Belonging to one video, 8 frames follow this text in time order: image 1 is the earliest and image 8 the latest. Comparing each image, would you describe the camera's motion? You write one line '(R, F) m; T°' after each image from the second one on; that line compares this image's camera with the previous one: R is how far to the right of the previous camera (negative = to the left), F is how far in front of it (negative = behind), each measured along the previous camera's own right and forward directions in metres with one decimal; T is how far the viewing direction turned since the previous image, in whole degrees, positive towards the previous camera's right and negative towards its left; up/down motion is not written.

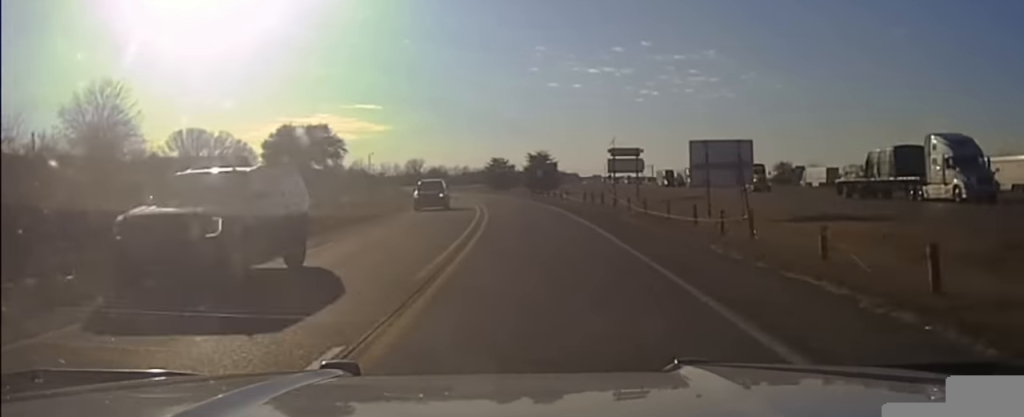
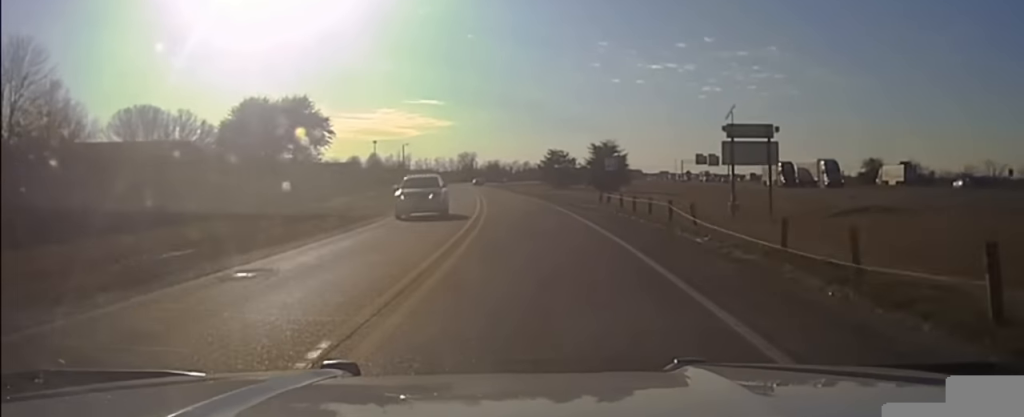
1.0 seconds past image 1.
(-2.1, +31.5) m; -4°
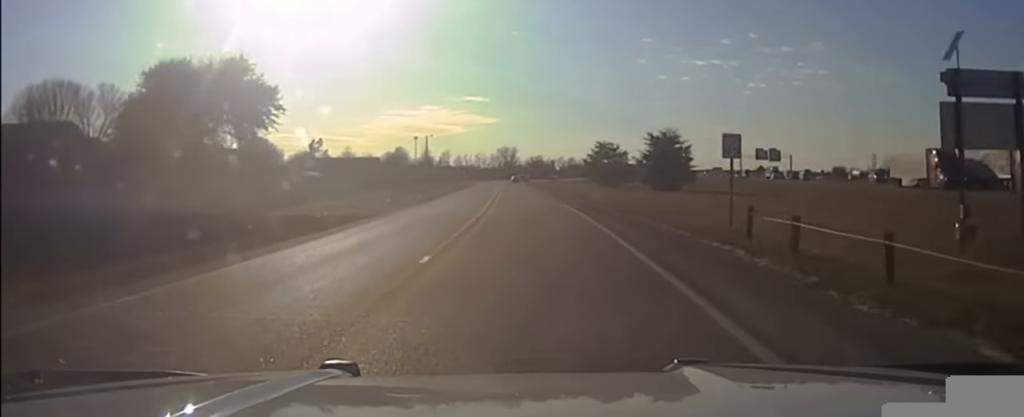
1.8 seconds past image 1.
(-0.4, +27.3) m; -1°
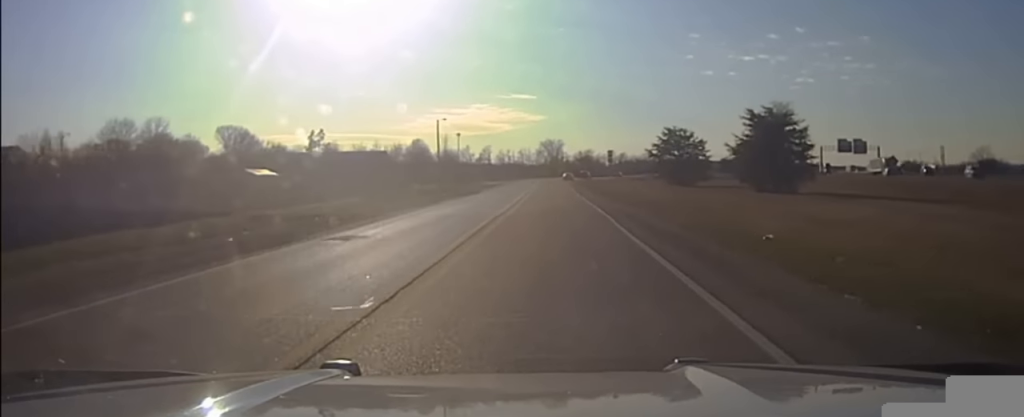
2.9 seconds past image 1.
(0.0, +39.2) m; 0°
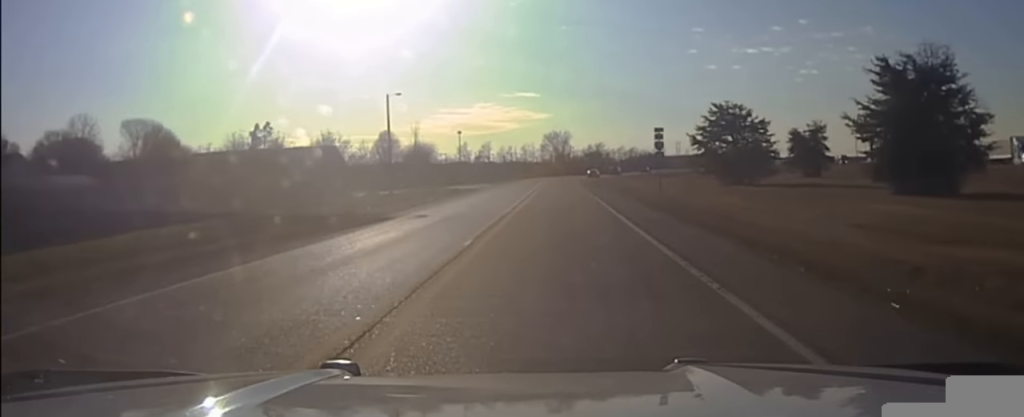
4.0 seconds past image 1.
(0.0, +37.0) m; 0°
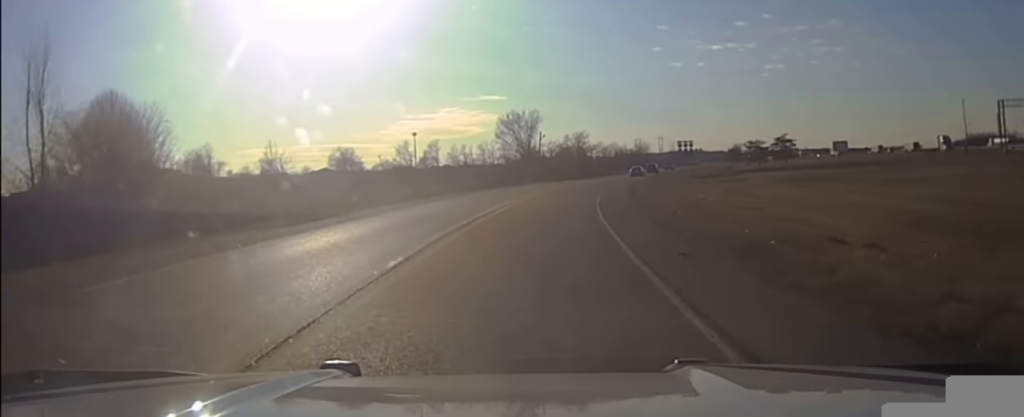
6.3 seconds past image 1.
(0.0, +82.1) m; 0°
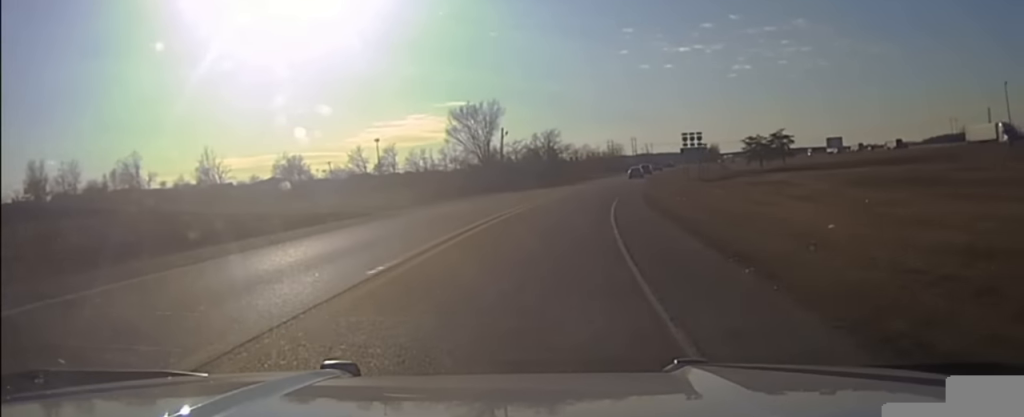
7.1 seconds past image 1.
(0.0, +27.2) m; 0°
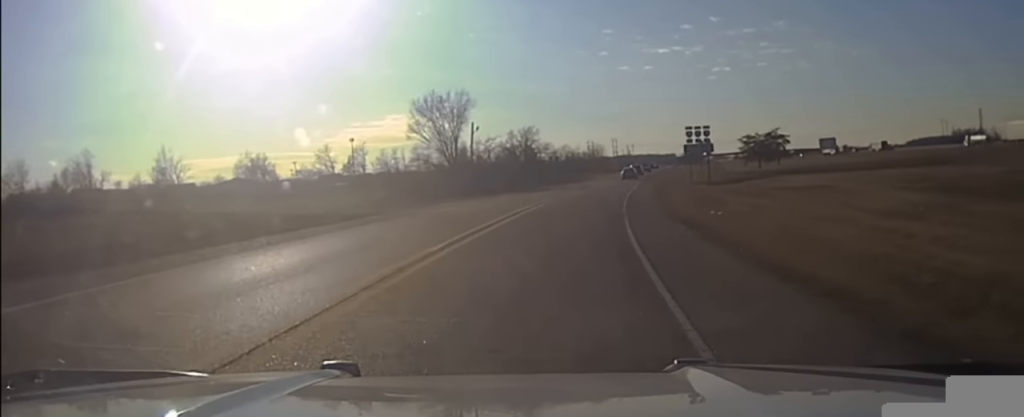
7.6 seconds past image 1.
(0.0, +15.9) m; 0°
